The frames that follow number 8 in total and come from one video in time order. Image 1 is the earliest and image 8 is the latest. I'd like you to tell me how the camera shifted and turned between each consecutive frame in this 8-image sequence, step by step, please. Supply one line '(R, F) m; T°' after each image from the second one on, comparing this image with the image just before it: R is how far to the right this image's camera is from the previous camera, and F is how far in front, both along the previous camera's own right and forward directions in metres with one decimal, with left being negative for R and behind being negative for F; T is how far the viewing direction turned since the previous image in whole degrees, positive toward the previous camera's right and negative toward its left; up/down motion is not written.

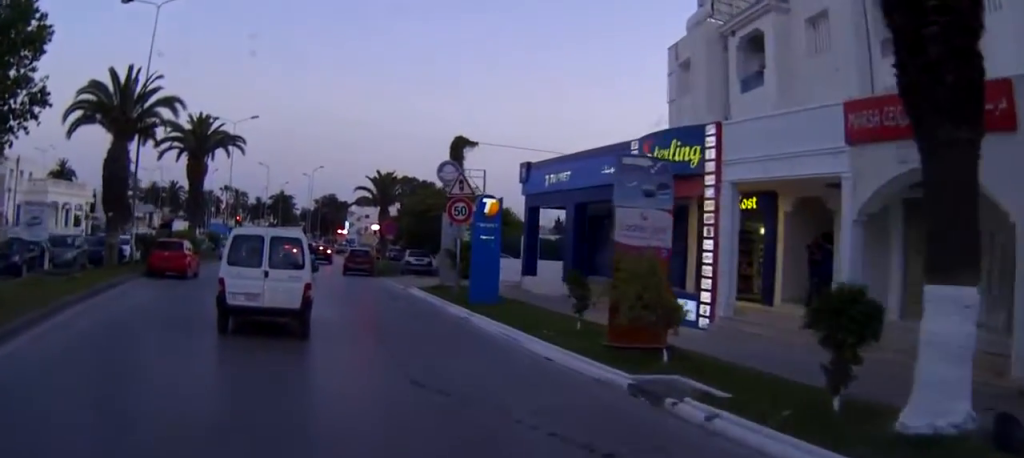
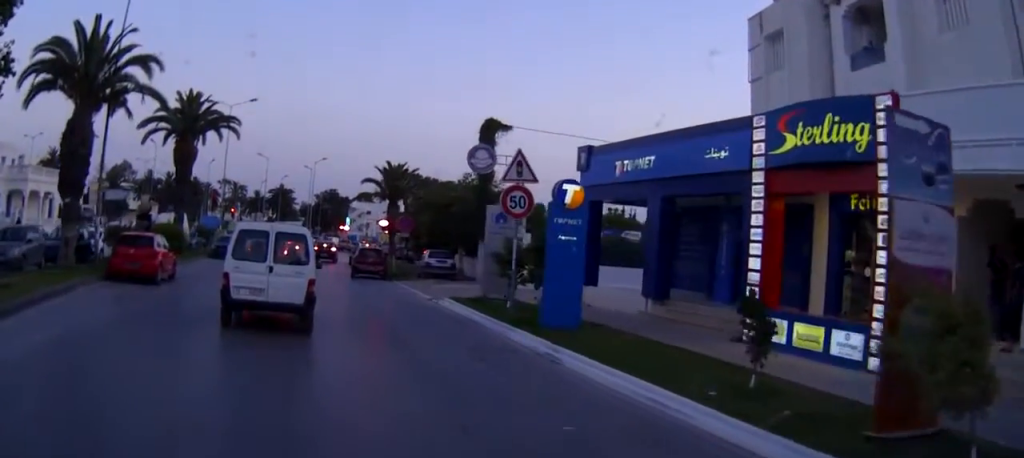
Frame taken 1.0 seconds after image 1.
(0.0, +6.1) m; 0°
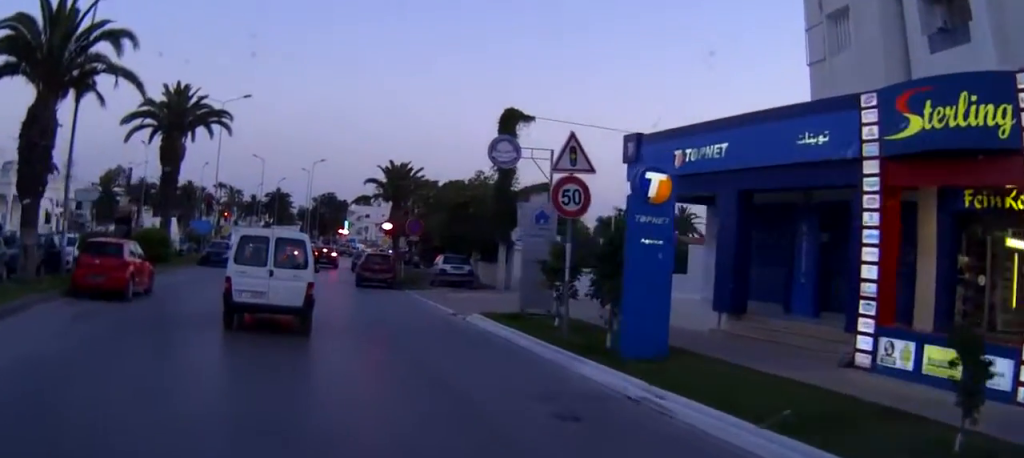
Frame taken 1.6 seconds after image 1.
(0.0, +3.8) m; 0°
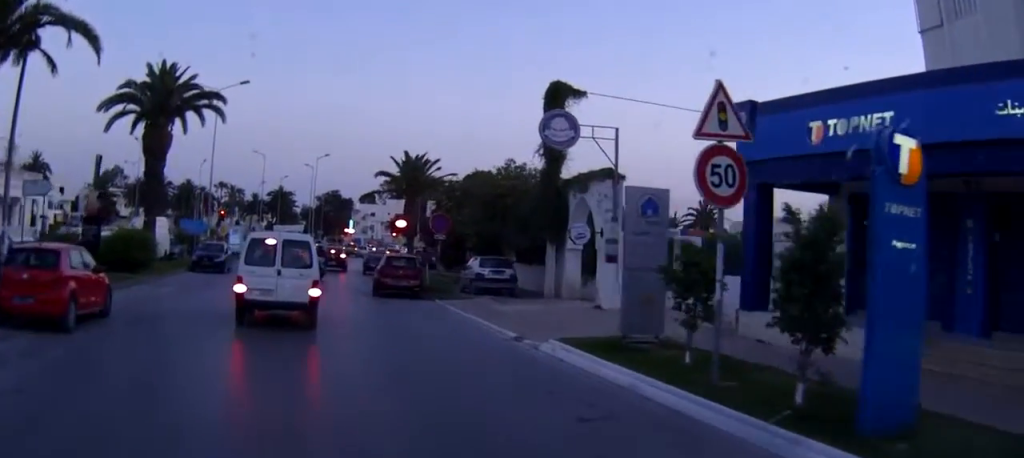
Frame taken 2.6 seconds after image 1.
(0.0, +5.4) m; 0°
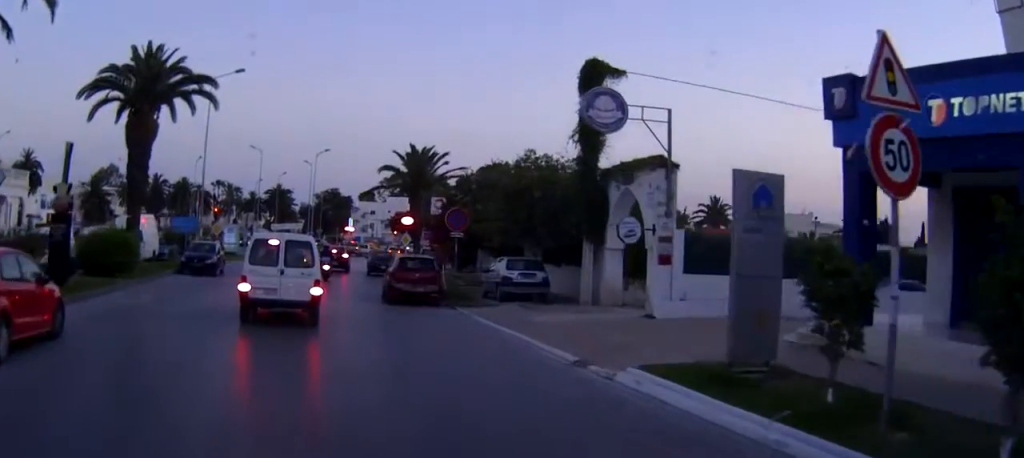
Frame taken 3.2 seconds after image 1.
(0.0, +3.4) m; 0°
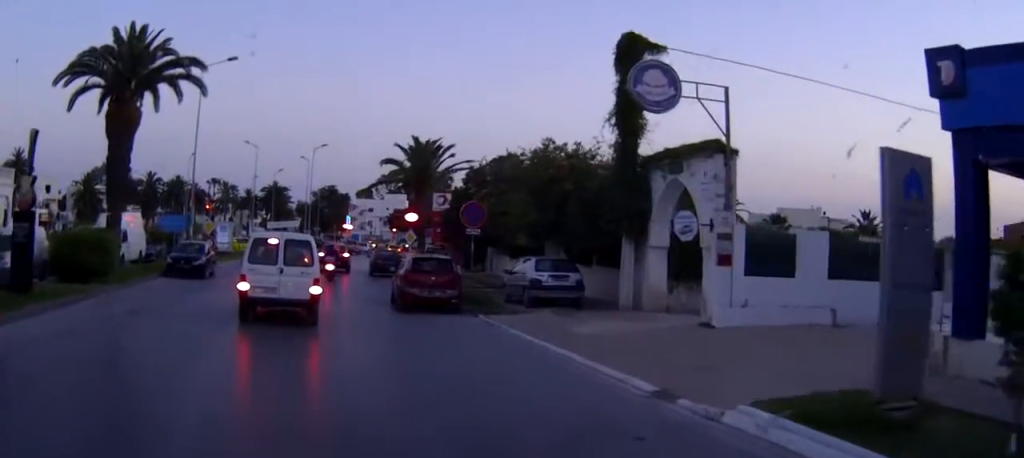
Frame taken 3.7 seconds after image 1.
(0.0, +3.0) m; 0°
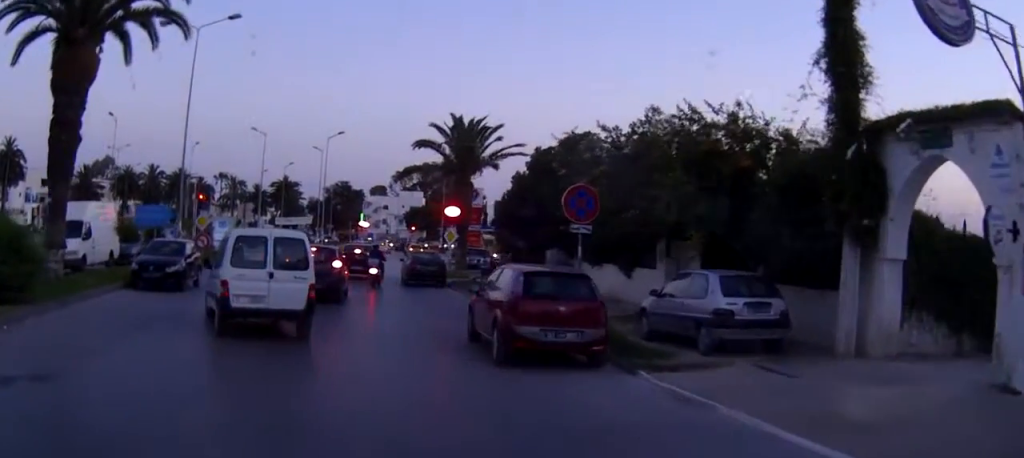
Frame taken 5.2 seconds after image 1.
(-0.1, +8.4) m; 0°
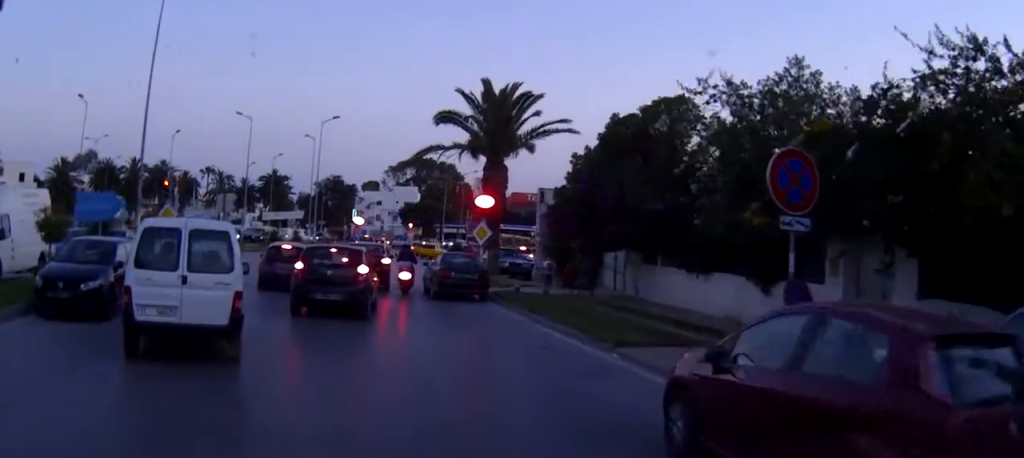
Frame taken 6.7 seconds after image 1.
(+0.1, +7.8) m; +2°
